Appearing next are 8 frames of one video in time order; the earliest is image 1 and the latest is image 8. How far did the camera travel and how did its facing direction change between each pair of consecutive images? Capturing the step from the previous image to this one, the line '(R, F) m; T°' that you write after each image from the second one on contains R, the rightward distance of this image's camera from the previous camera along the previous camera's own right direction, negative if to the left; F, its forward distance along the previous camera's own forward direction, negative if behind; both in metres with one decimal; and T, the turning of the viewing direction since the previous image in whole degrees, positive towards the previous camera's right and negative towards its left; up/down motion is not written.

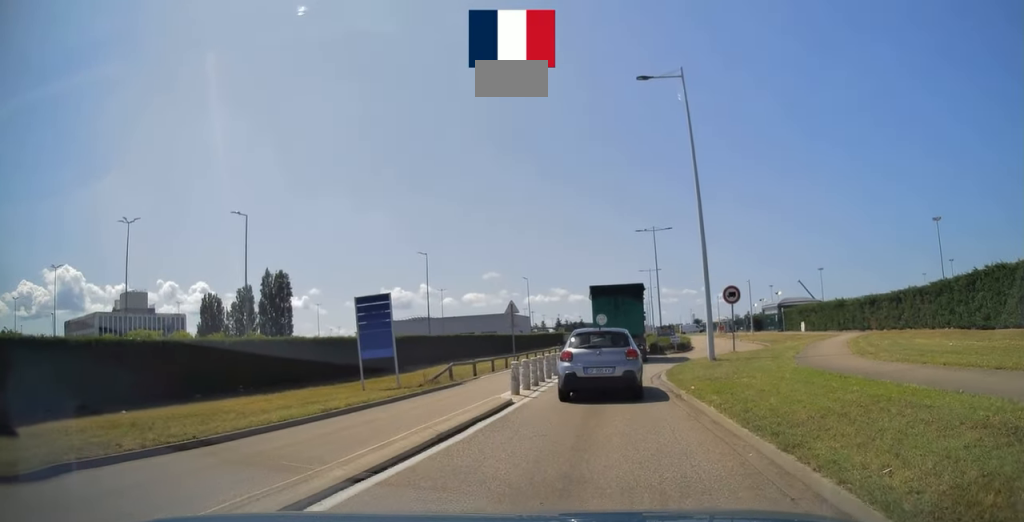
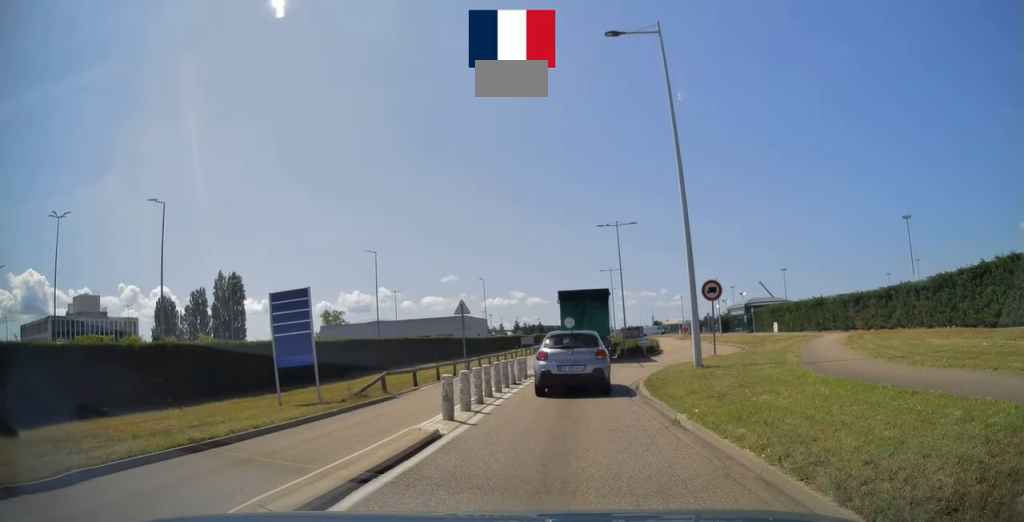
(+0.2, +3.8) m; +4°
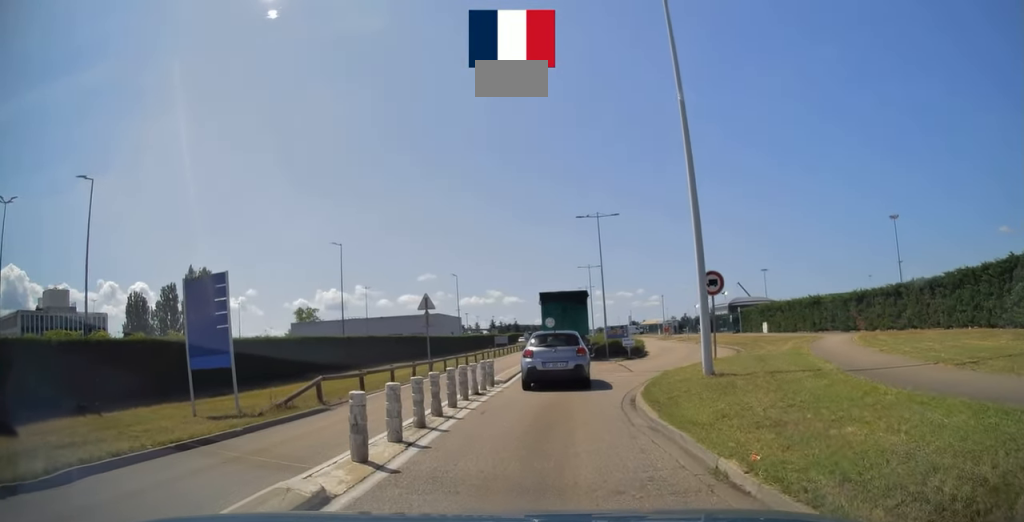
(+0.1, +3.5) m; +3°
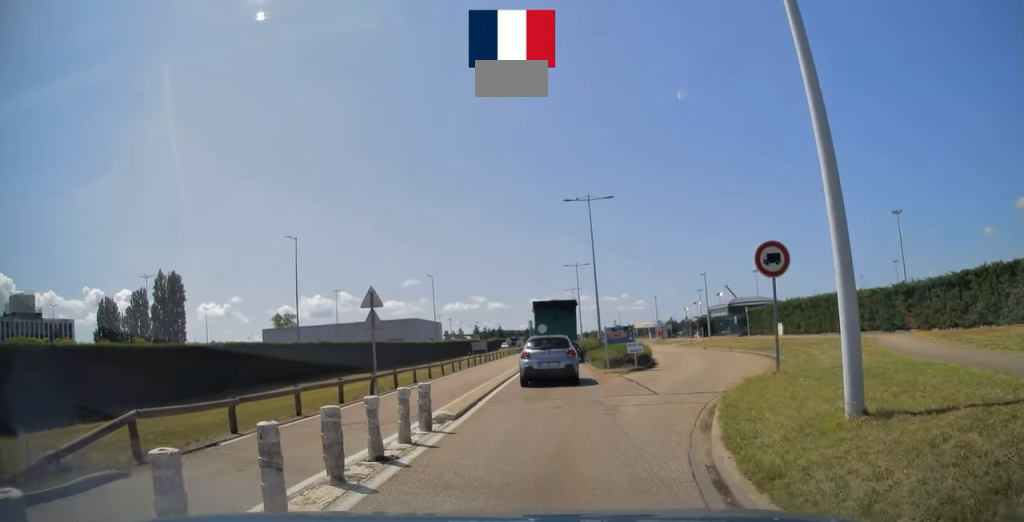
(+0.2, +6.9) m; +2°
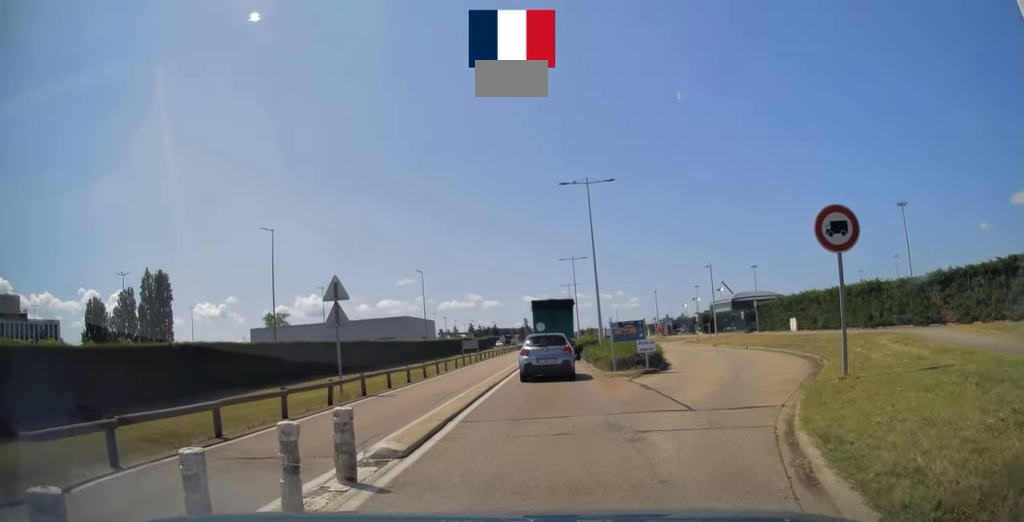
(0.0, +3.5) m; 0°
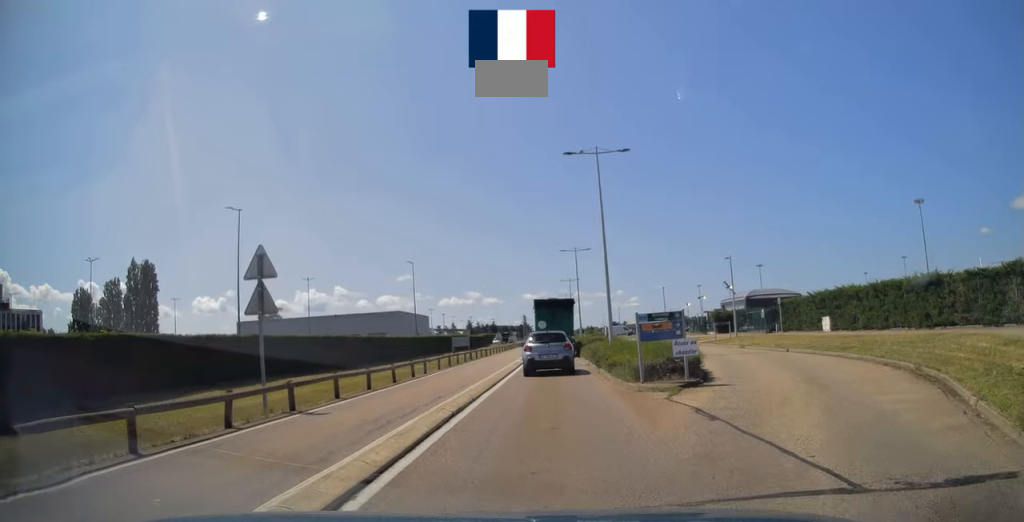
(0.0, +5.4) m; +1°
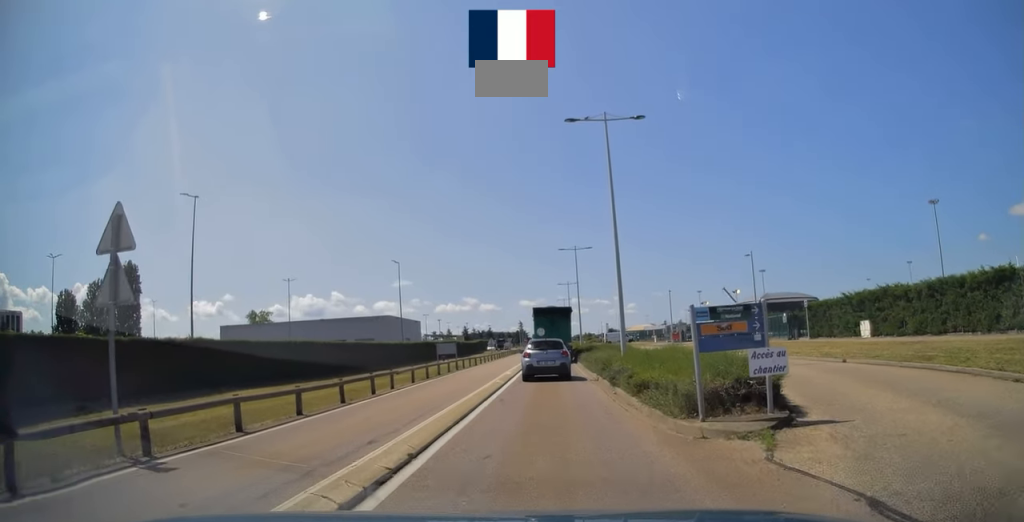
(0.0, +5.5) m; +1°
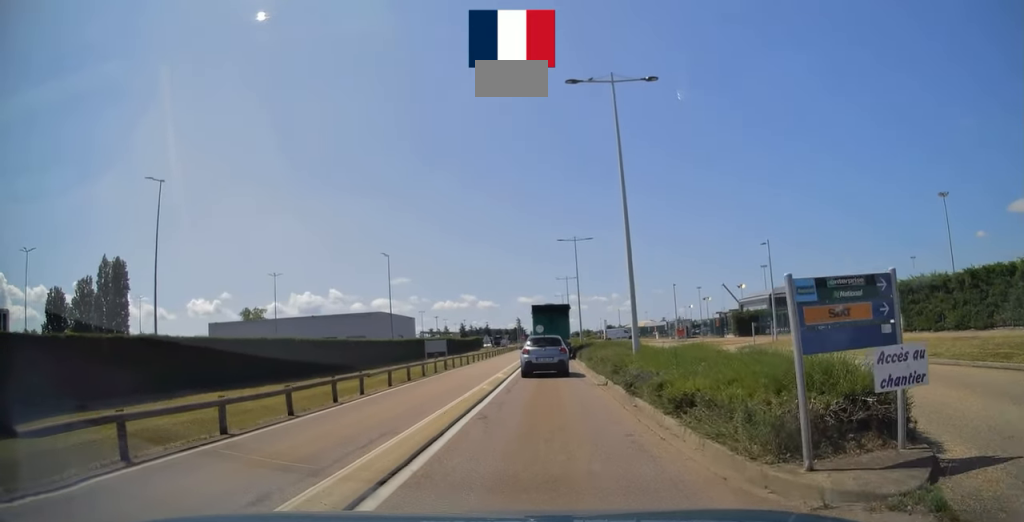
(0.0, +3.6) m; 0°
